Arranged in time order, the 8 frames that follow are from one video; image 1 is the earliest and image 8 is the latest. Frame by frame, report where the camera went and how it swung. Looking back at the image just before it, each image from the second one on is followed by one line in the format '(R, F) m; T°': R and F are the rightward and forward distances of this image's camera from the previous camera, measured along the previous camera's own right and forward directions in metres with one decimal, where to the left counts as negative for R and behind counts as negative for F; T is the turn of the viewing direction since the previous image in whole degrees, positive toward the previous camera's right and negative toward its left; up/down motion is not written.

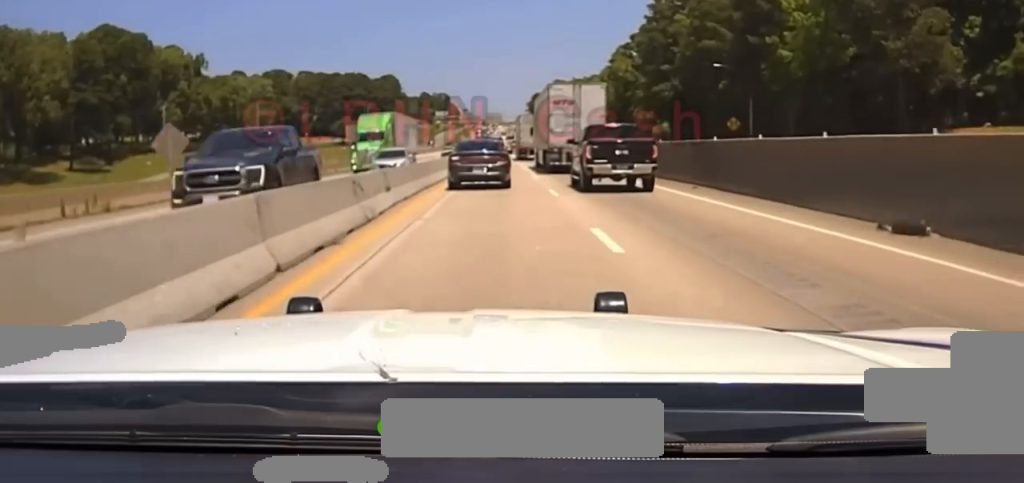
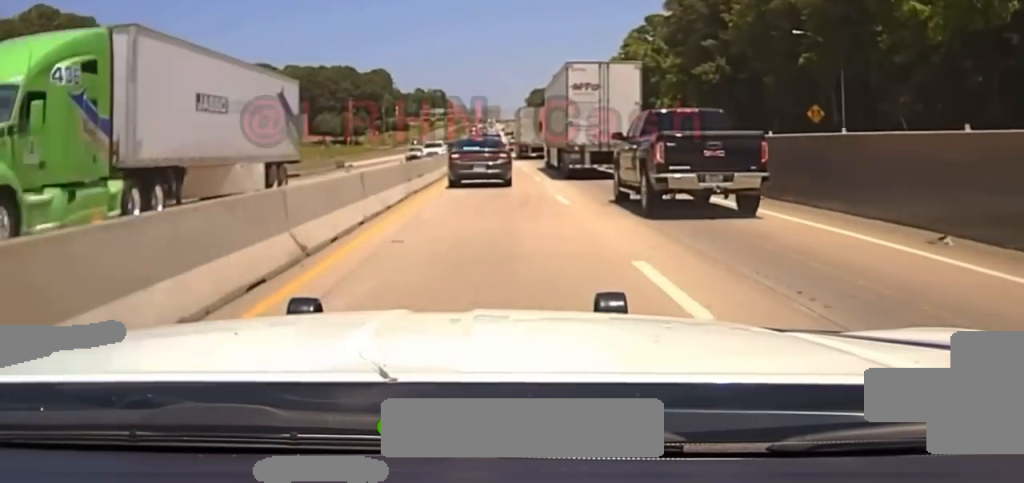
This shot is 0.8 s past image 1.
(-0.1, +28.5) m; 0°
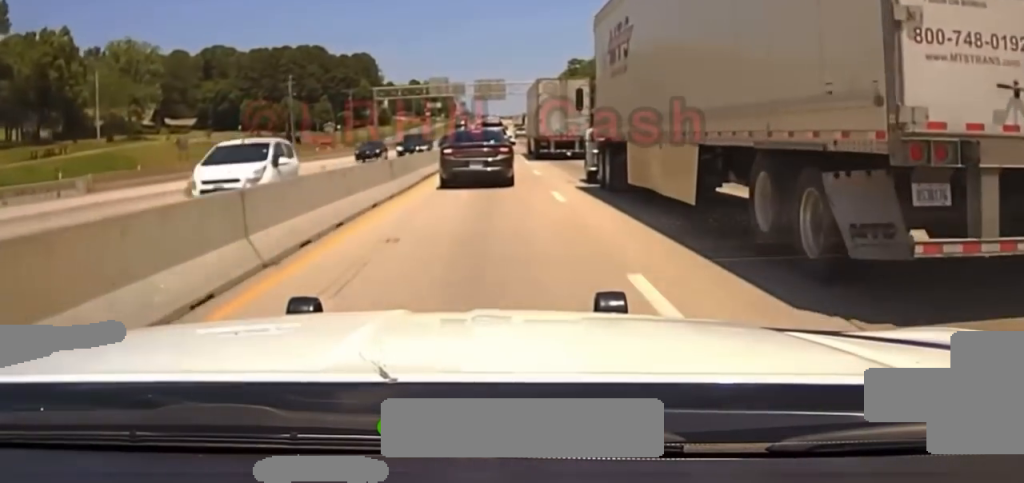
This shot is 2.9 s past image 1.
(+0.4, +67.7) m; 0°
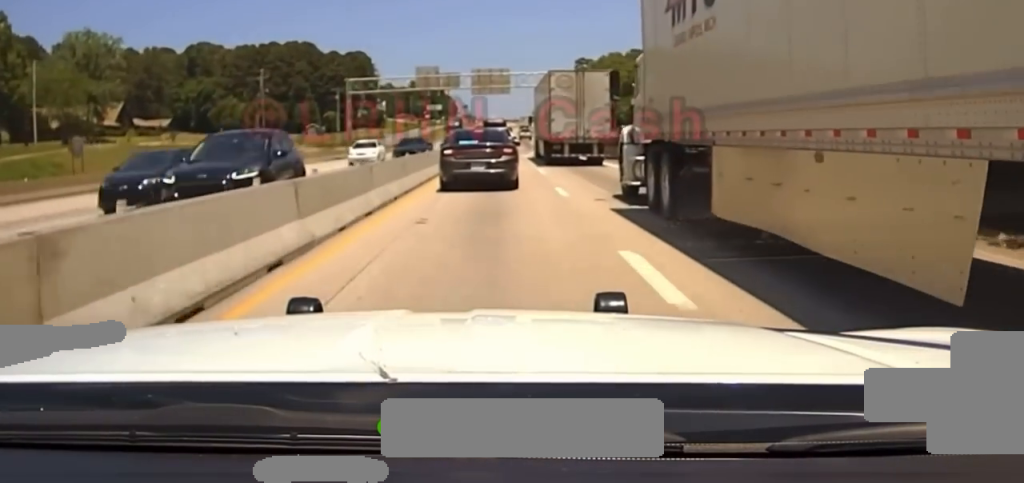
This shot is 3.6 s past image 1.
(-0.1, +21.9) m; -1°
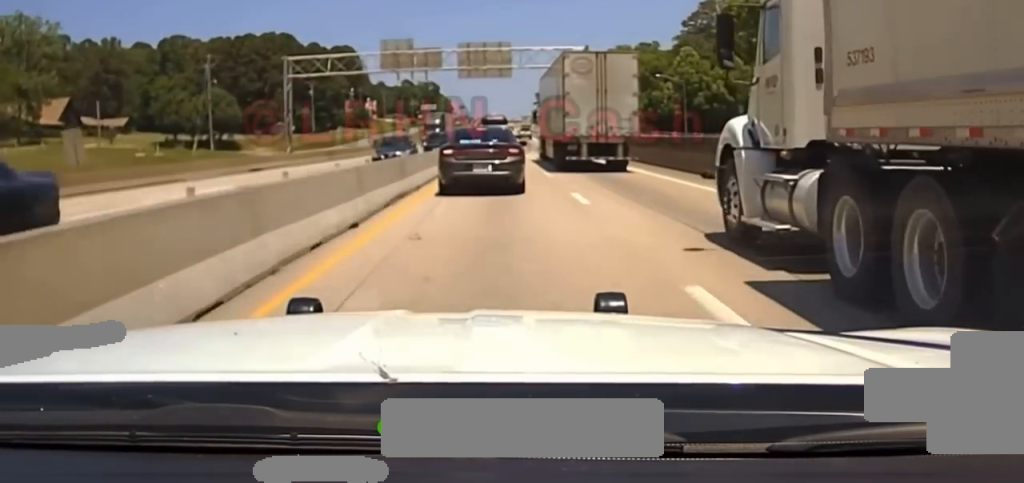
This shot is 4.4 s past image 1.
(-0.2, +26.7) m; 0°
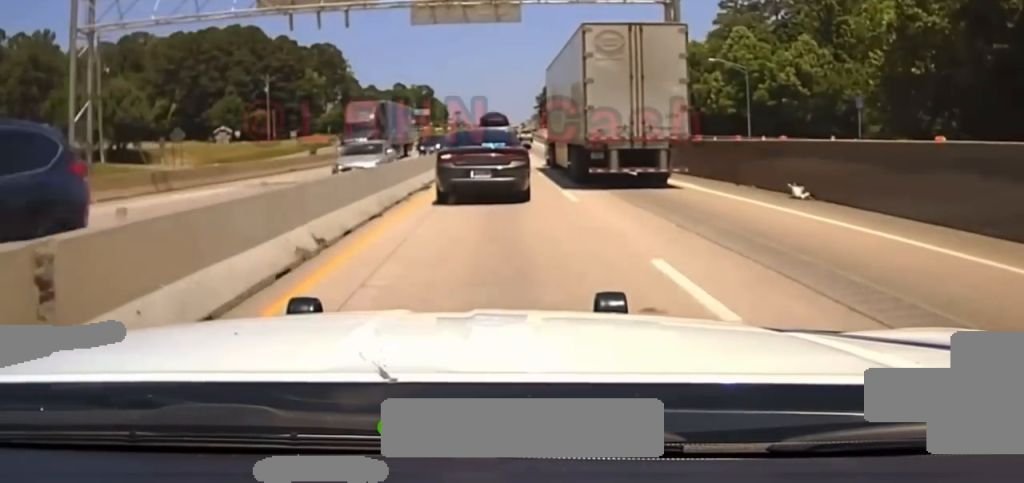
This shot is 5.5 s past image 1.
(-0.1, +37.7) m; 0°
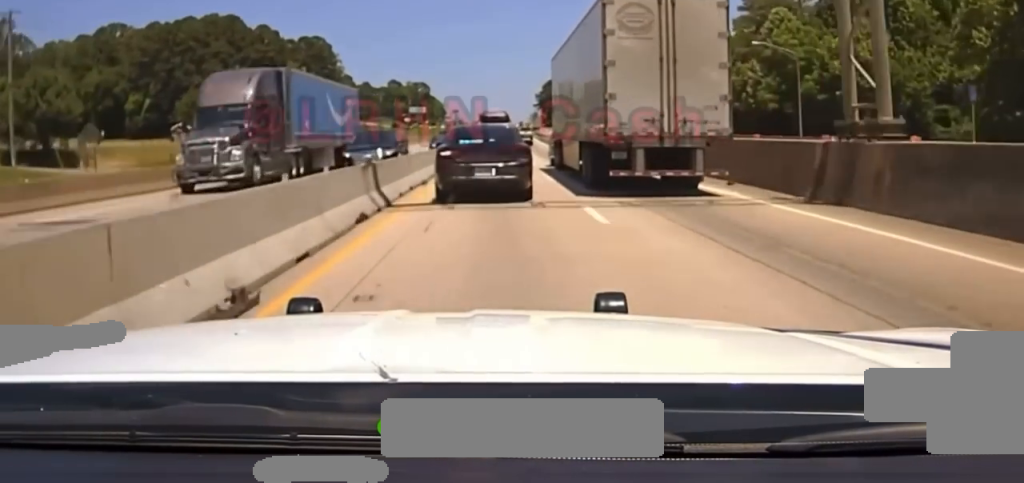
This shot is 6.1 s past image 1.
(+0.1, +21.0) m; 0°
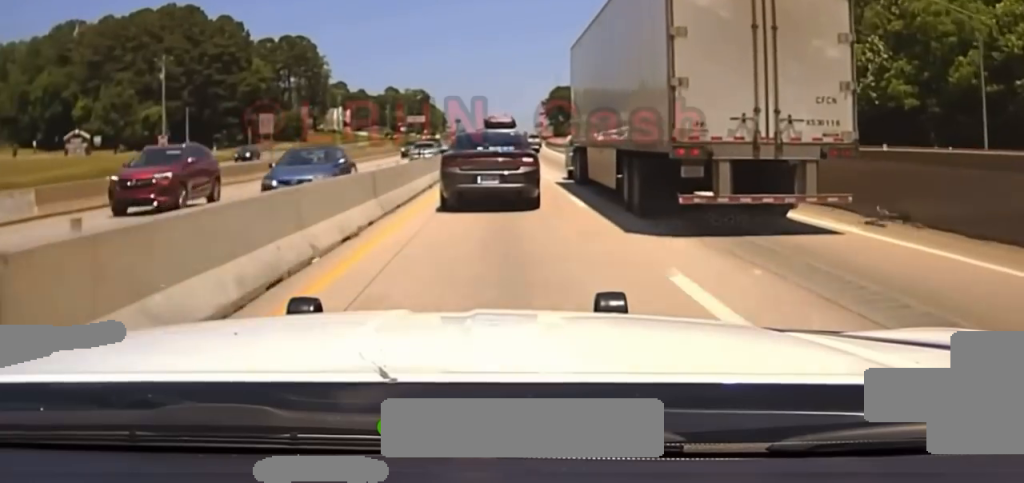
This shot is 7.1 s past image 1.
(0.0, +36.7) m; 0°
